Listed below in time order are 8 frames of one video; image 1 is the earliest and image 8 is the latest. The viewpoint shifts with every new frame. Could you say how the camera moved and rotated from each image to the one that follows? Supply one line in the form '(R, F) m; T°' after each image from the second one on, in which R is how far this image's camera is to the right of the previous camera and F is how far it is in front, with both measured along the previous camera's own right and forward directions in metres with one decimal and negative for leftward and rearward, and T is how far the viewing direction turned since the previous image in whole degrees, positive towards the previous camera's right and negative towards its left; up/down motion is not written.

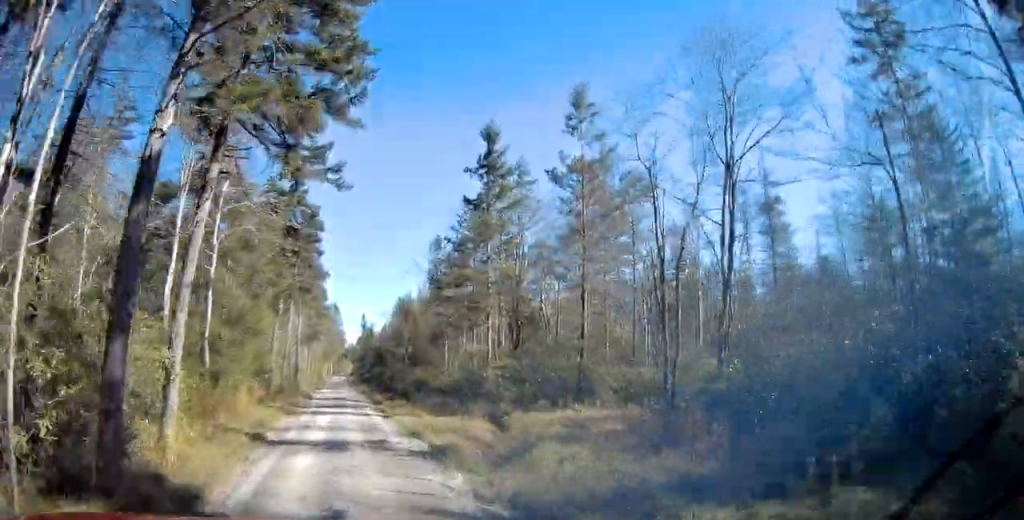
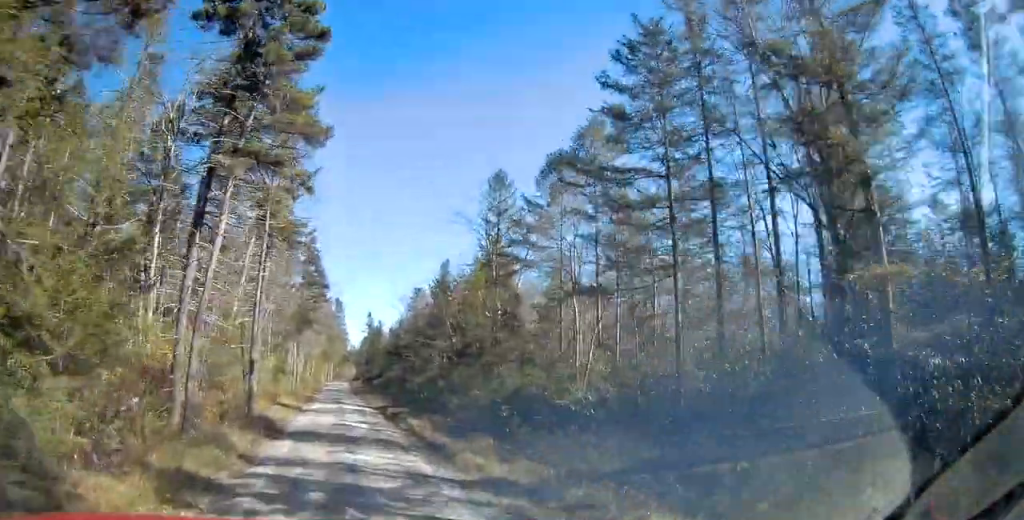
(+0.3, +22.9) m; +2°
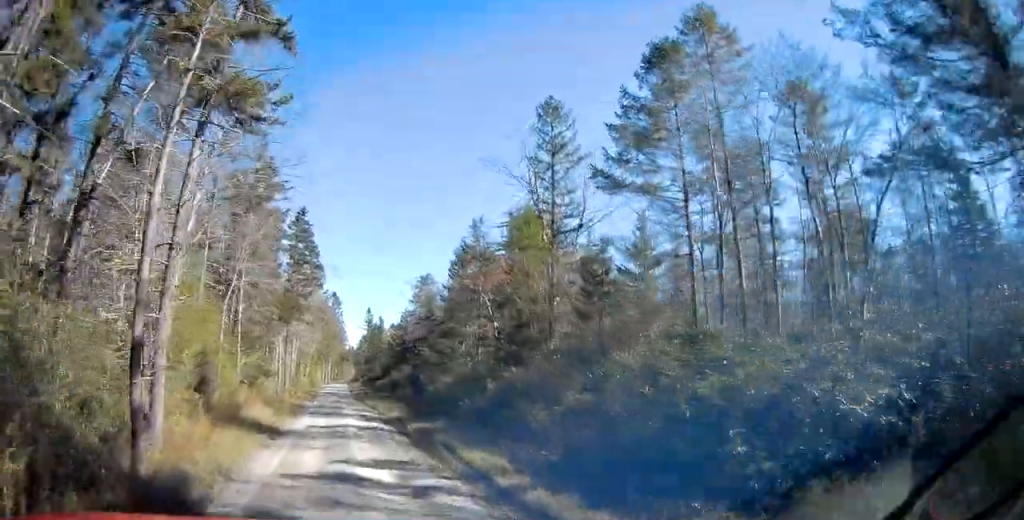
(0.0, +11.4) m; 0°
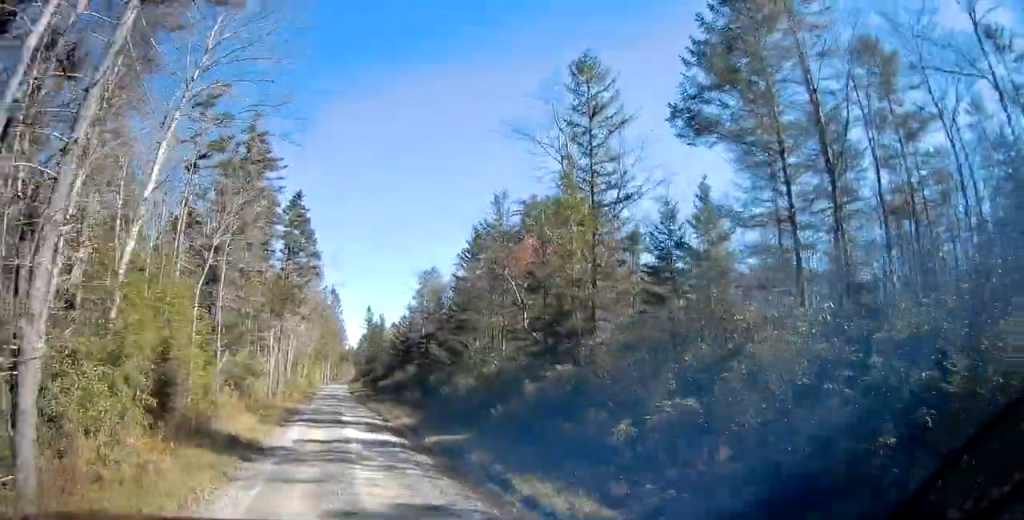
(0.0, +4.8) m; 0°
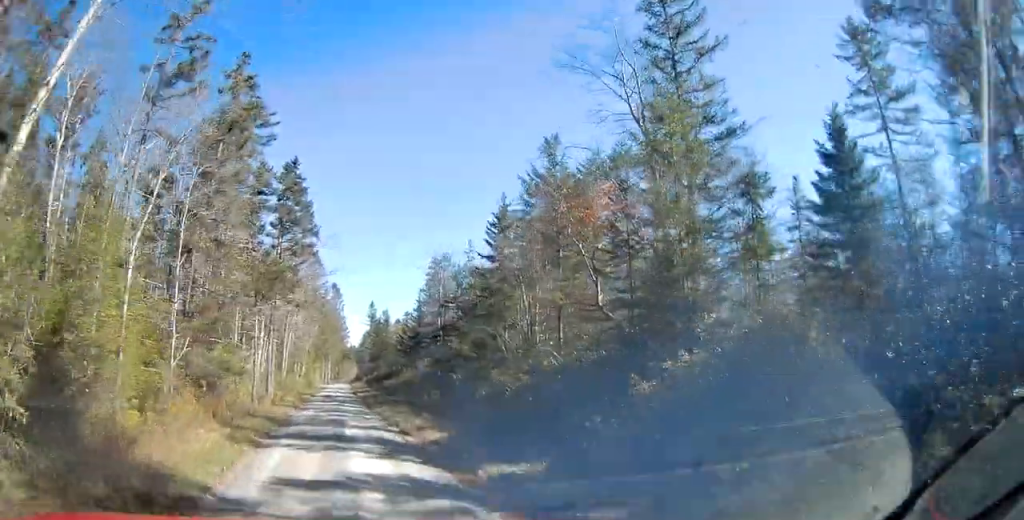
(0.0, +7.0) m; -1°
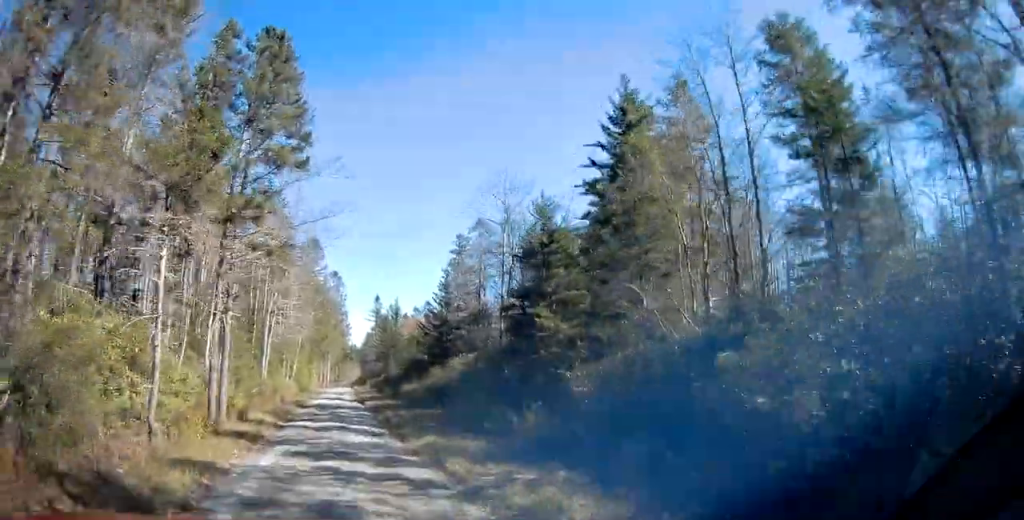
(-0.4, +15.9) m; +2°
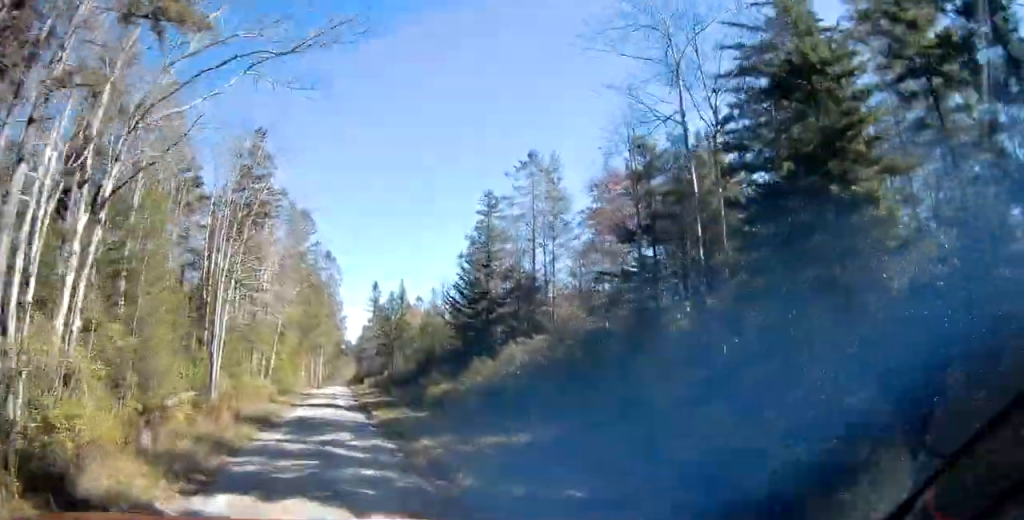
(+1.1, +15.5) m; +3°
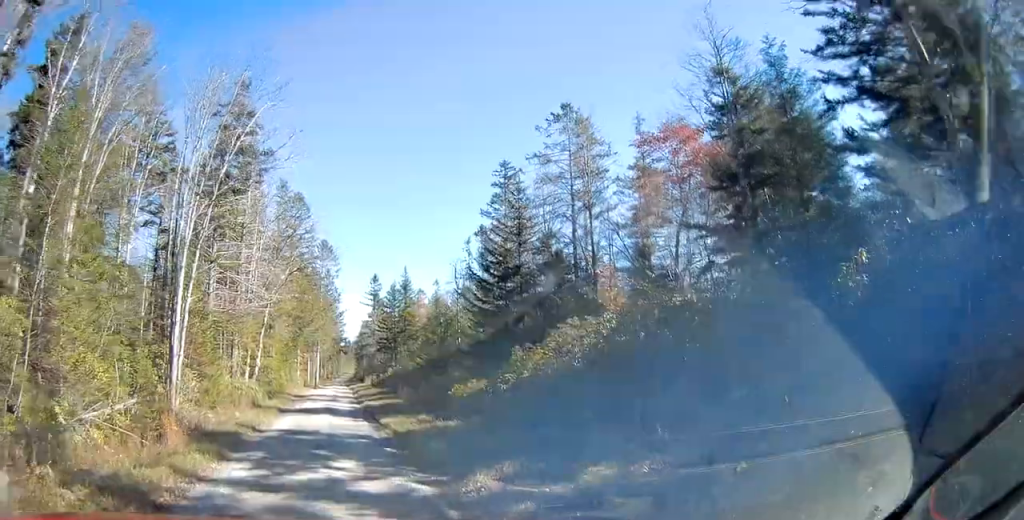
(-0.3, +6.7) m; -1°
